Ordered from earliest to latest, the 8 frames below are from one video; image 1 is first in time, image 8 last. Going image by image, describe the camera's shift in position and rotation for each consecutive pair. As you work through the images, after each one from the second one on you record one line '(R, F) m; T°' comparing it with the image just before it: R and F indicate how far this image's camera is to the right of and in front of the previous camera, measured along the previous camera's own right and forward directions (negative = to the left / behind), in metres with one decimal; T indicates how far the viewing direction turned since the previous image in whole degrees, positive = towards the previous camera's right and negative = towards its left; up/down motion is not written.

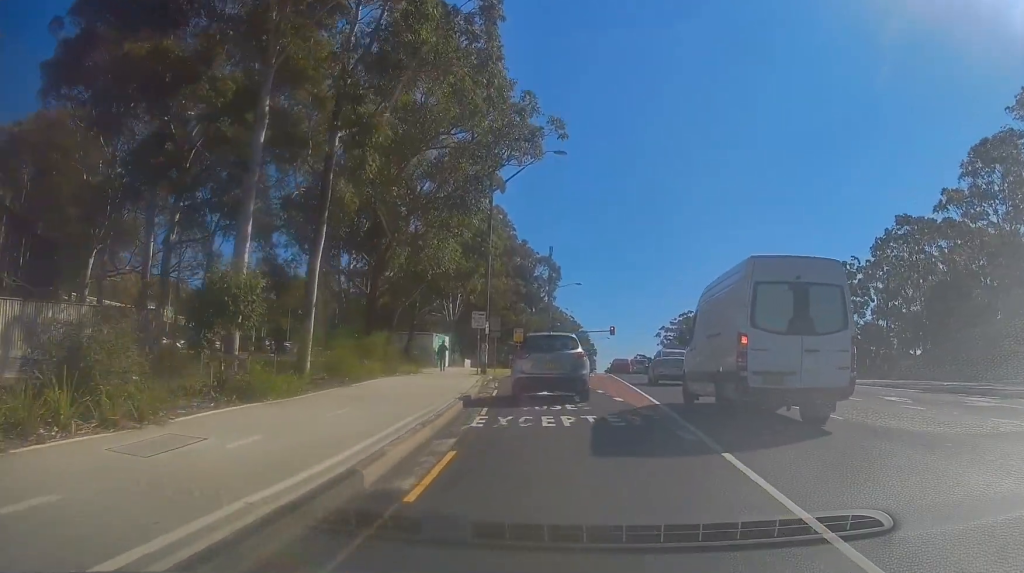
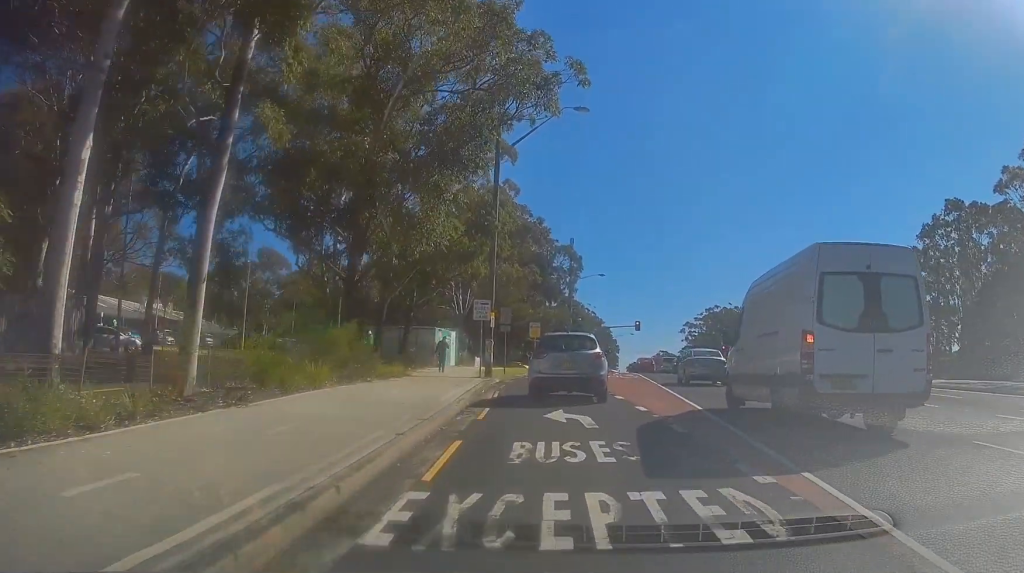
(0.0, +6.7) m; 0°
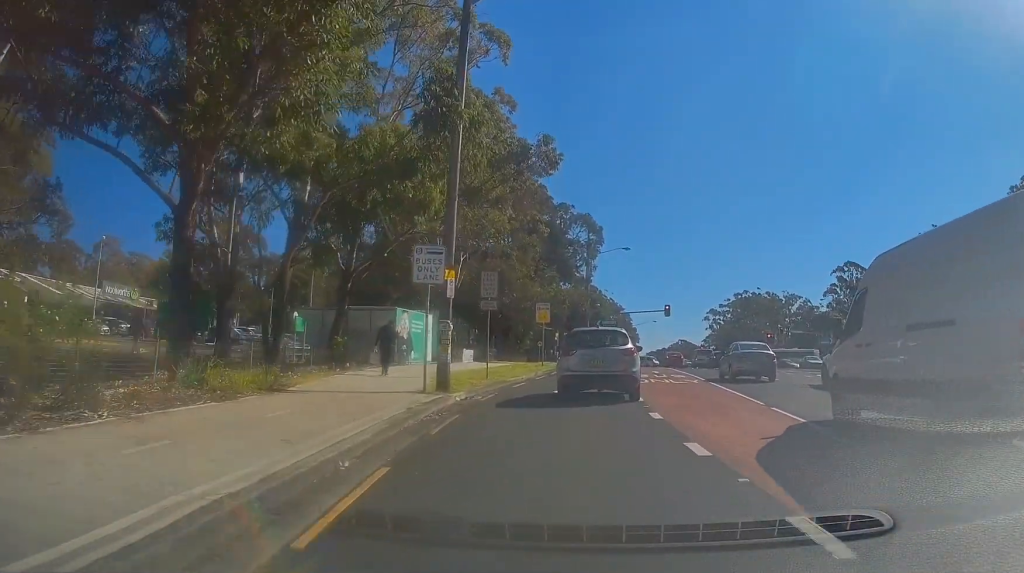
(0.0, +14.1) m; +1°
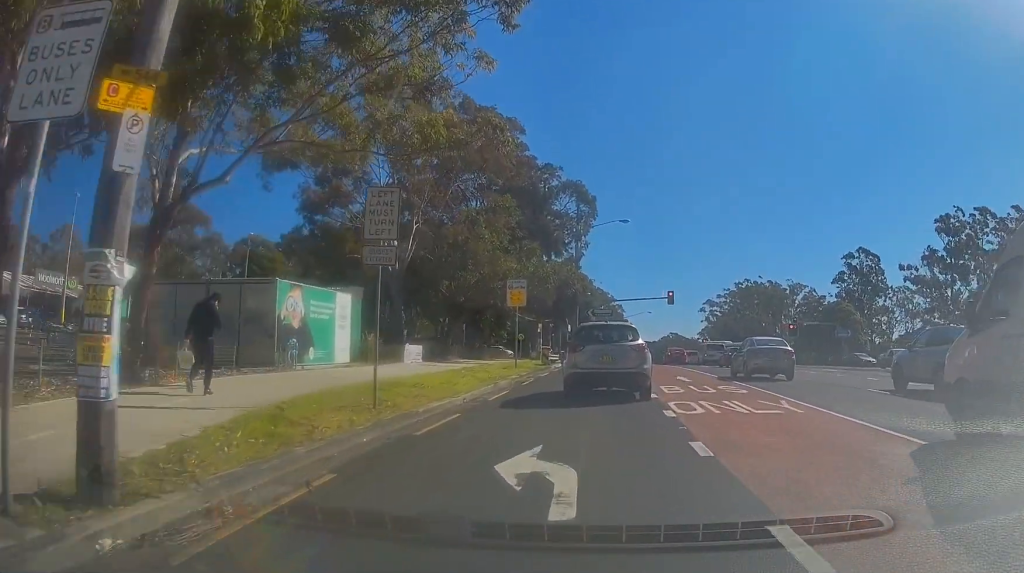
(+0.1, +12.0) m; 0°
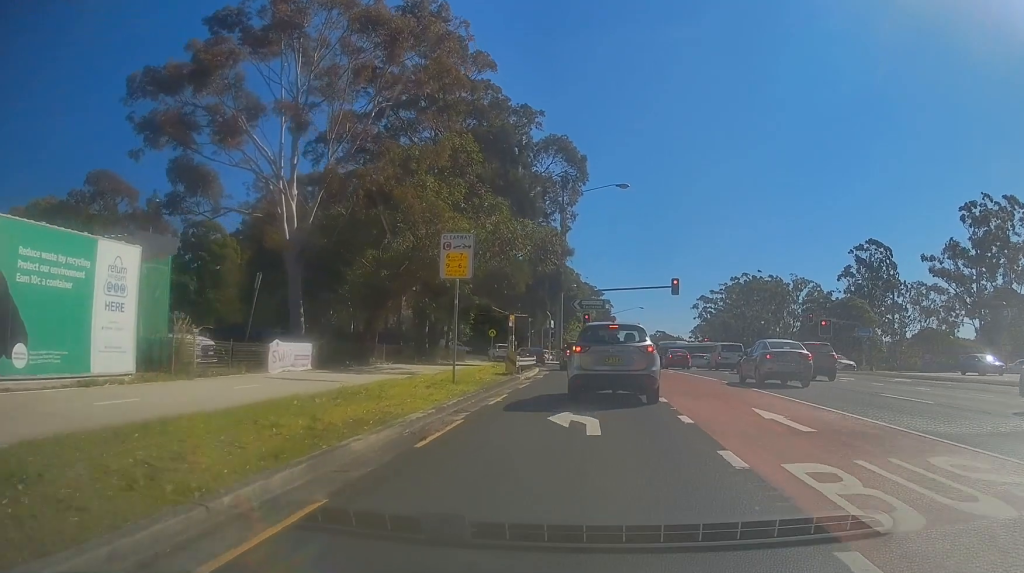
(-0.2, +12.4) m; +1°
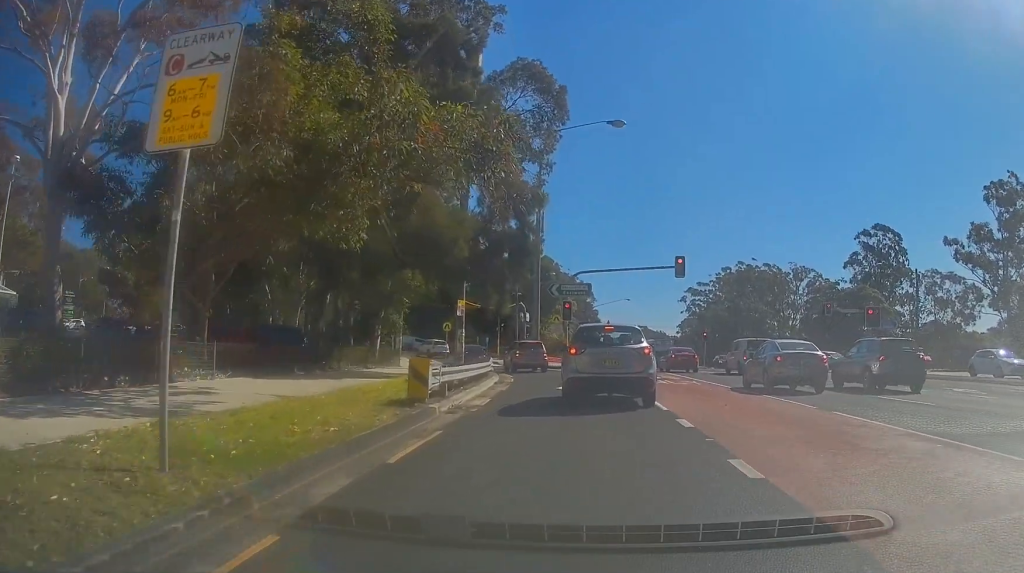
(+0.4, +12.0) m; +2°
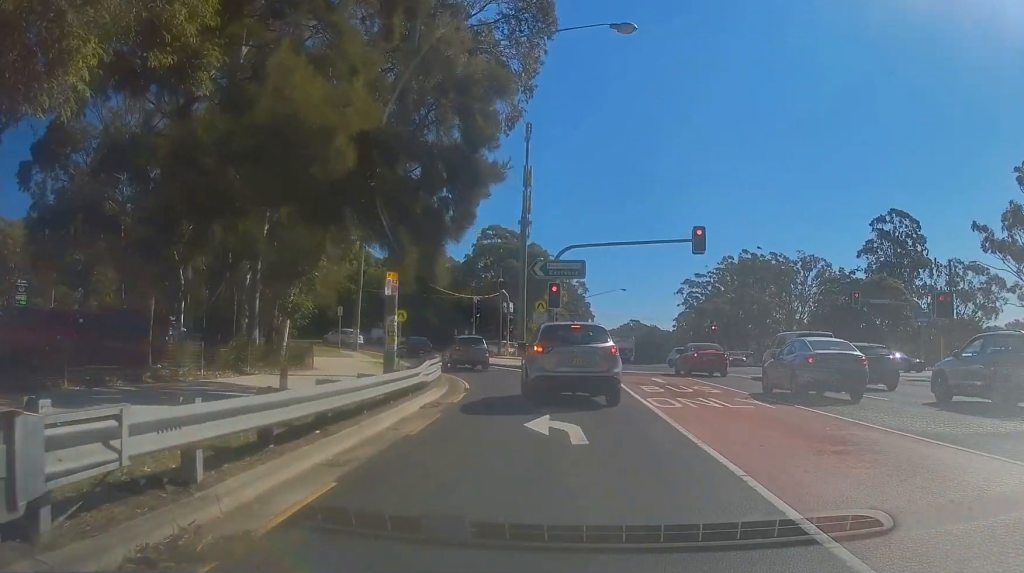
(0.0, +9.7) m; +1°
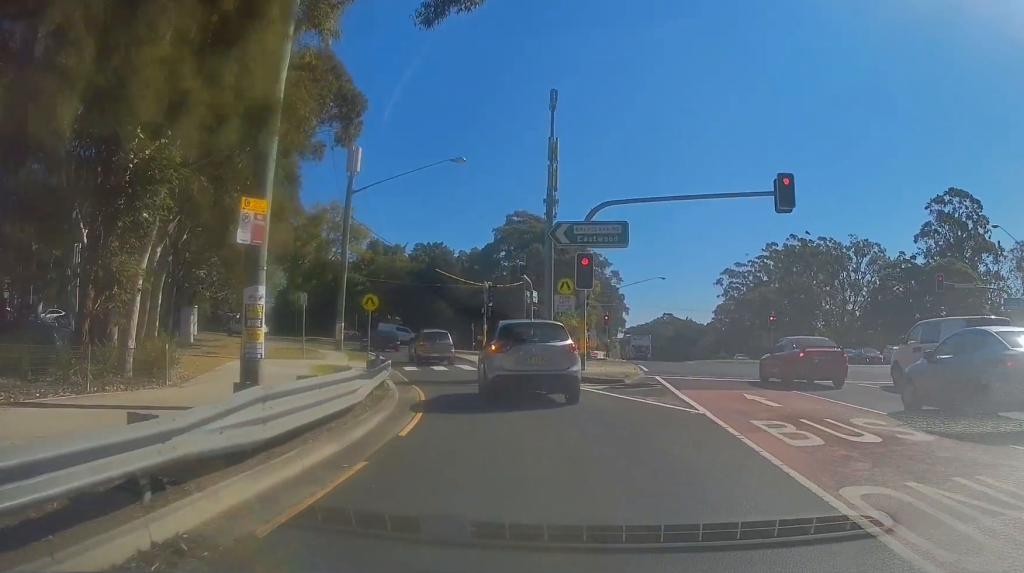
(+0.1, +9.6) m; -1°
